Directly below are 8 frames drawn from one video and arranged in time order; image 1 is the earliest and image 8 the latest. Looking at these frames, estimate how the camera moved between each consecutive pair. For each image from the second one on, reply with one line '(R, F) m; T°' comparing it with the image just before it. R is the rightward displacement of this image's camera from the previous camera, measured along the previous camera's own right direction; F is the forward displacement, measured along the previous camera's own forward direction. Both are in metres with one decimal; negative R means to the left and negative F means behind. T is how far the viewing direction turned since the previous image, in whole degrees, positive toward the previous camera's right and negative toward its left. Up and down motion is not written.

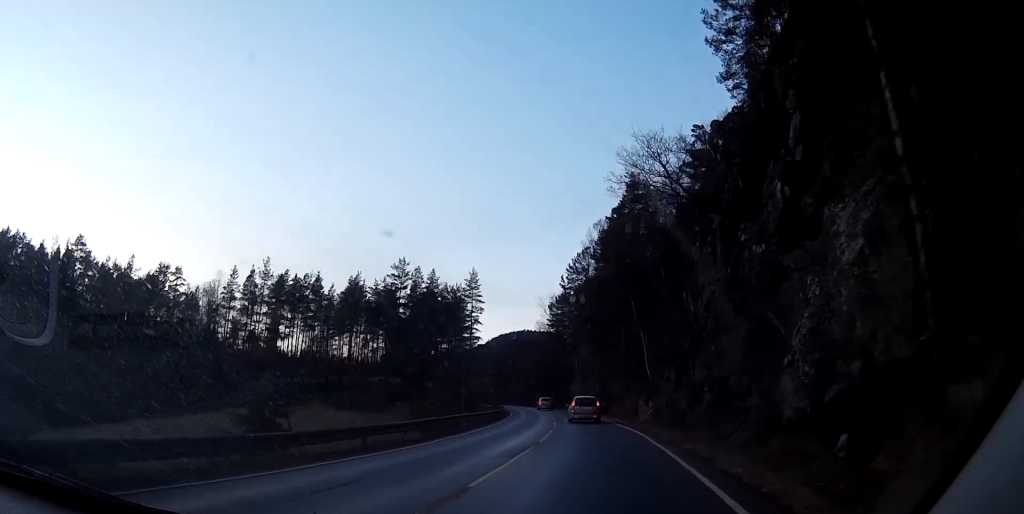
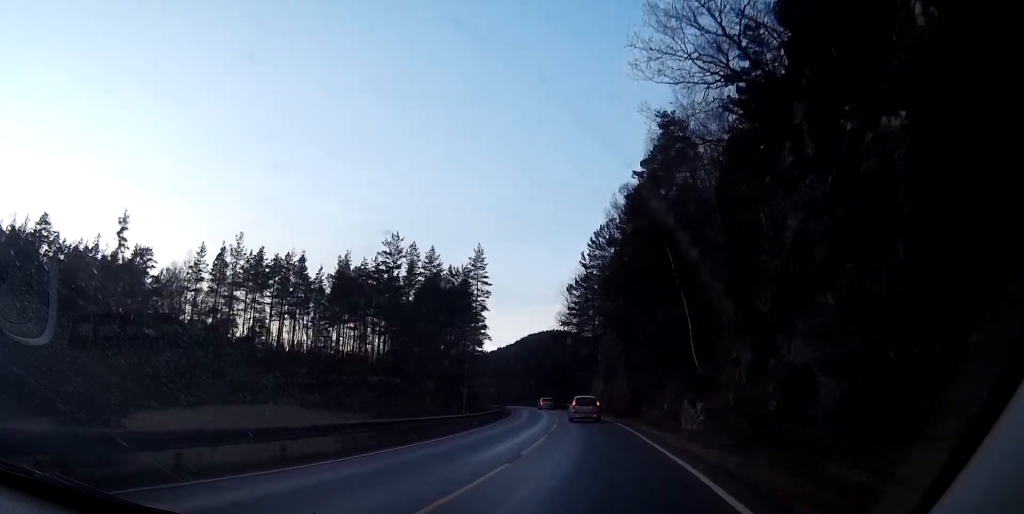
(-0.4, +16.8) m; -3°
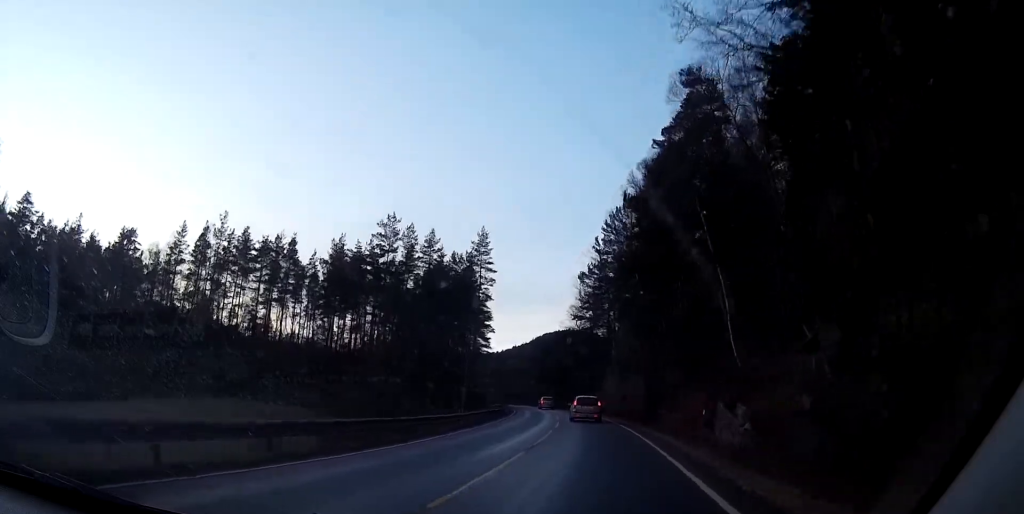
(-0.1, +8.5) m; -2°
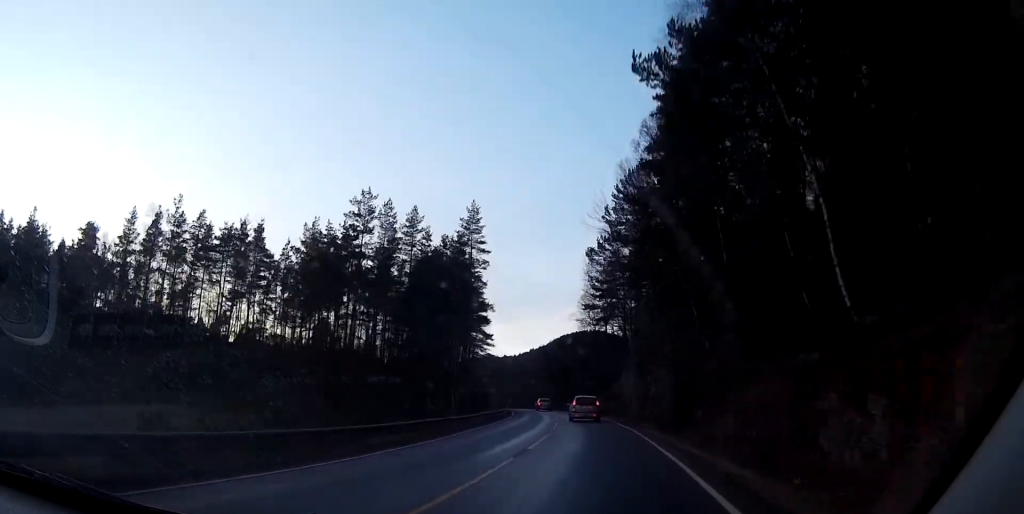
(-0.1, +13.2) m; -3°
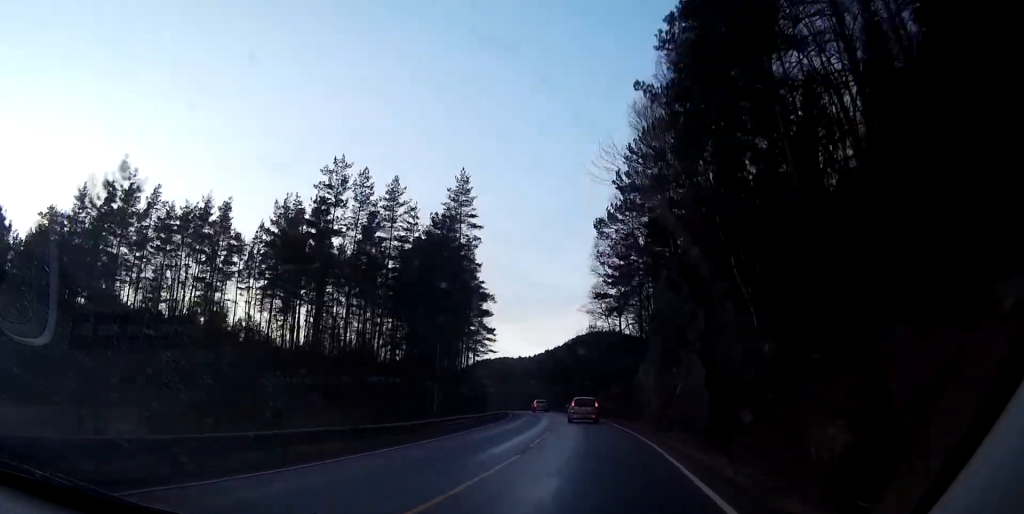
(-0.5, +11.1) m; -1°
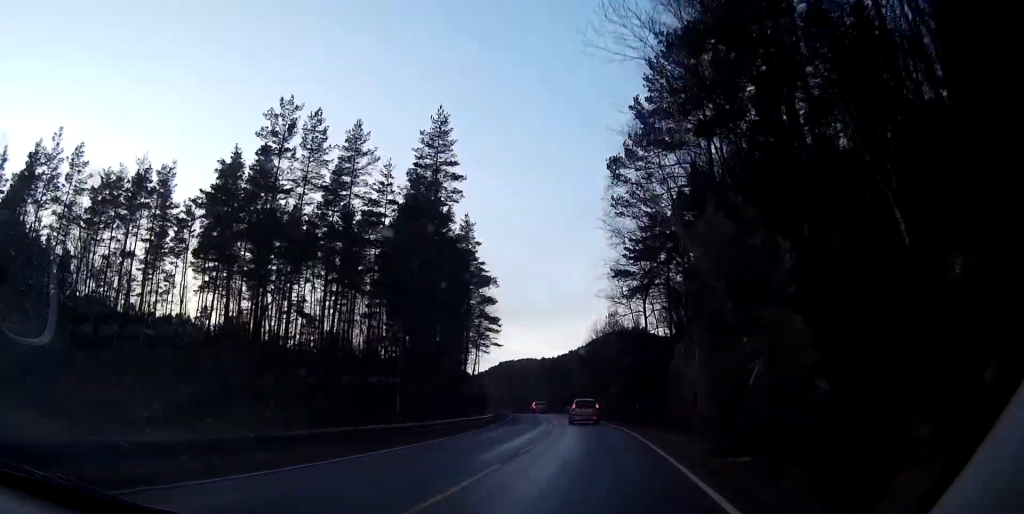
(-0.2, +14.5) m; -1°
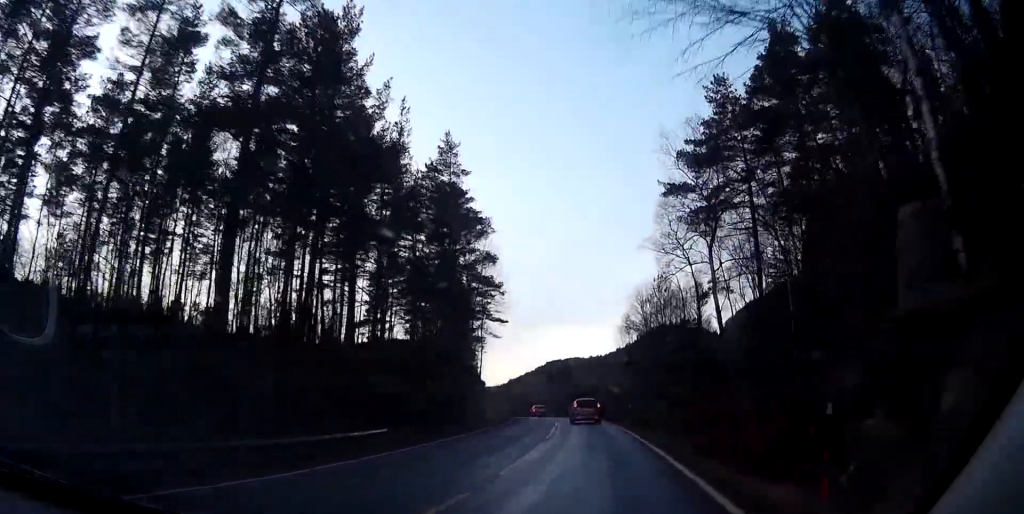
(0.0, +26.3) m; -1°
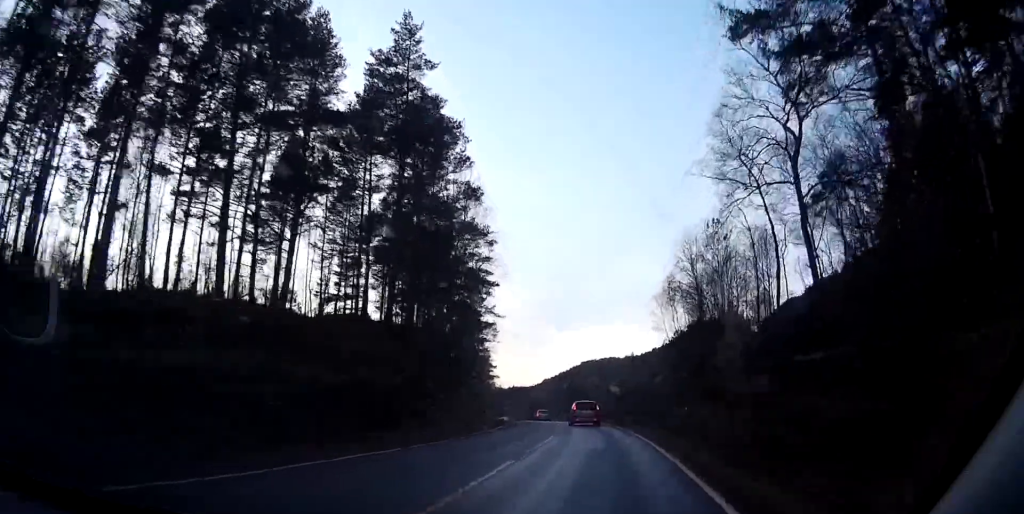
(-0.4, +18.8) m; -2°
